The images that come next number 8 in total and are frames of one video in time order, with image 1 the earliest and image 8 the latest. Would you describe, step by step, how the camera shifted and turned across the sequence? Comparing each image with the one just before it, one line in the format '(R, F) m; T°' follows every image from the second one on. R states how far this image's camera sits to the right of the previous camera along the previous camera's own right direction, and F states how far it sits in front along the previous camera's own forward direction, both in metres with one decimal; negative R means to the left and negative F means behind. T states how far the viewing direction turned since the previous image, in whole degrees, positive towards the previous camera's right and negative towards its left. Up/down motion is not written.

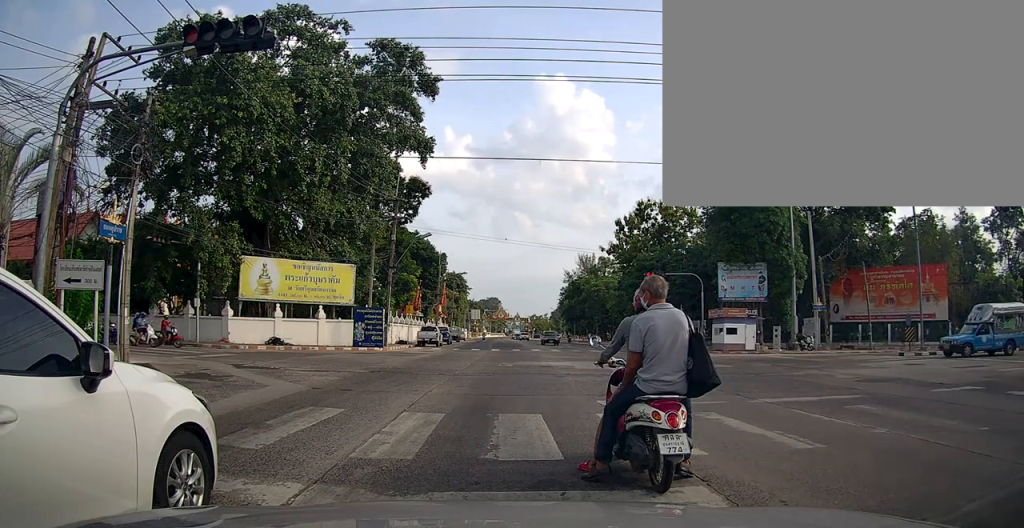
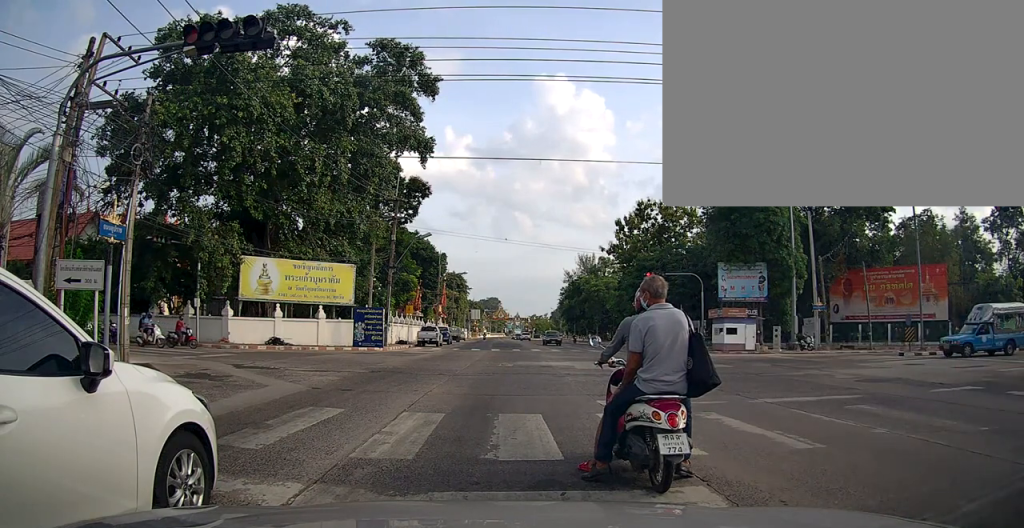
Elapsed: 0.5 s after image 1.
(0.0, 0.0) m; 0°
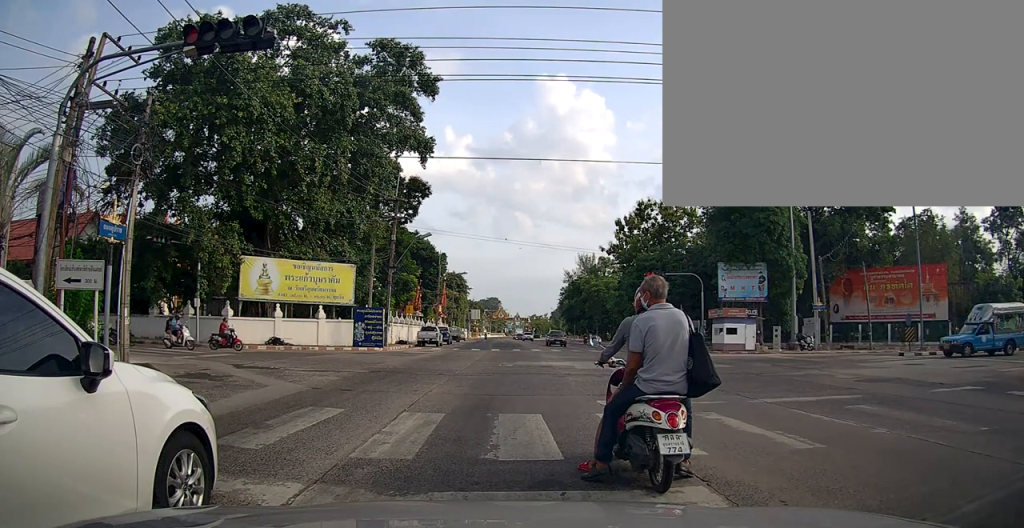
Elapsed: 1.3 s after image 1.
(0.0, 0.0) m; 0°
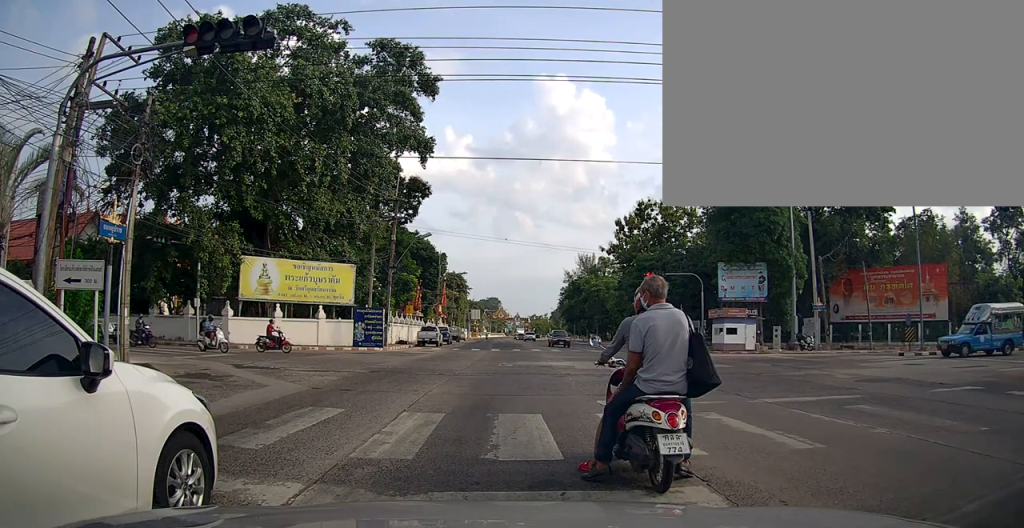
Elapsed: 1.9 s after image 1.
(0.0, 0.0) m; 0°
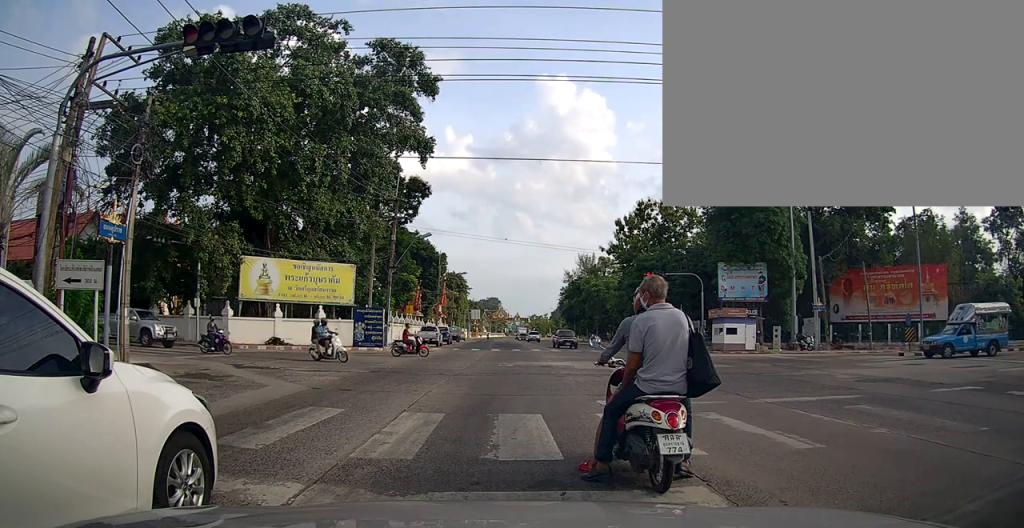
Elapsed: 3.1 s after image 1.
(0.0, 0.0) m; 0°
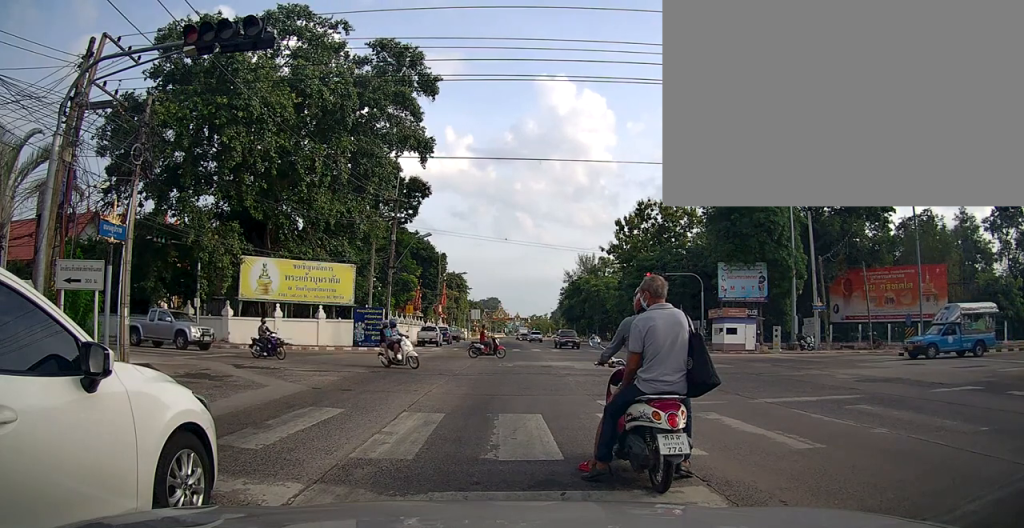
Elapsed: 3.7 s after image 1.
(0.0, 0.0) m; 0°
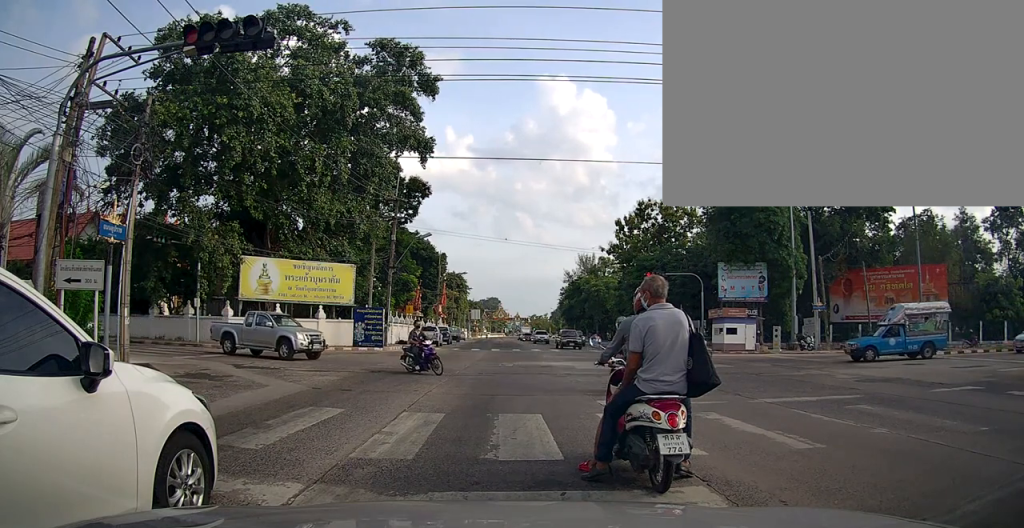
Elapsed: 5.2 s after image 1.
(0.0, 0.0) m; 0°
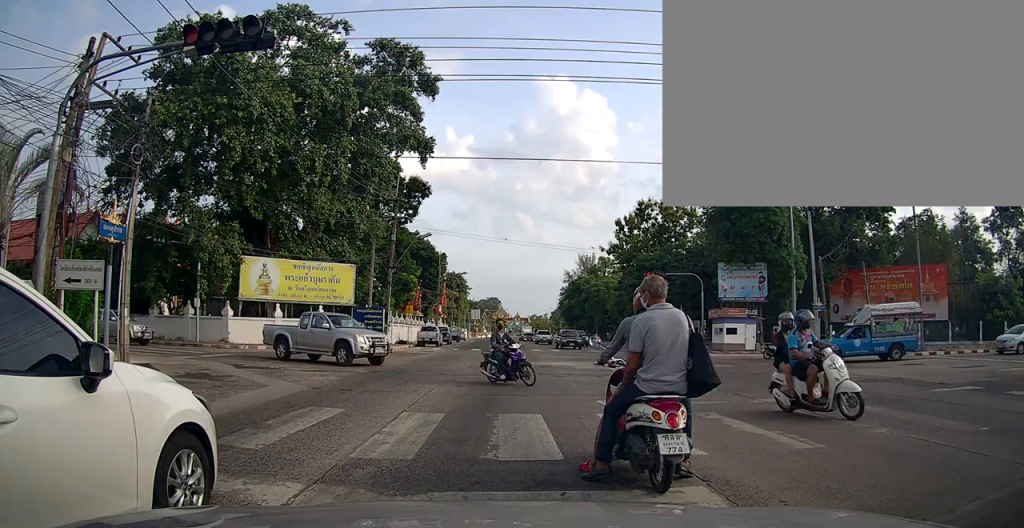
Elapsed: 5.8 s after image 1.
(0.0, 0.0) m; 0°
